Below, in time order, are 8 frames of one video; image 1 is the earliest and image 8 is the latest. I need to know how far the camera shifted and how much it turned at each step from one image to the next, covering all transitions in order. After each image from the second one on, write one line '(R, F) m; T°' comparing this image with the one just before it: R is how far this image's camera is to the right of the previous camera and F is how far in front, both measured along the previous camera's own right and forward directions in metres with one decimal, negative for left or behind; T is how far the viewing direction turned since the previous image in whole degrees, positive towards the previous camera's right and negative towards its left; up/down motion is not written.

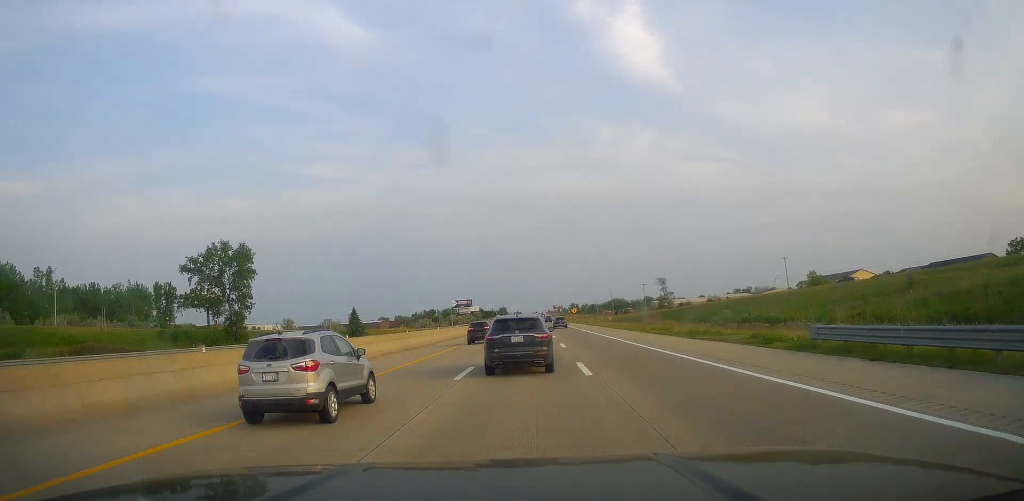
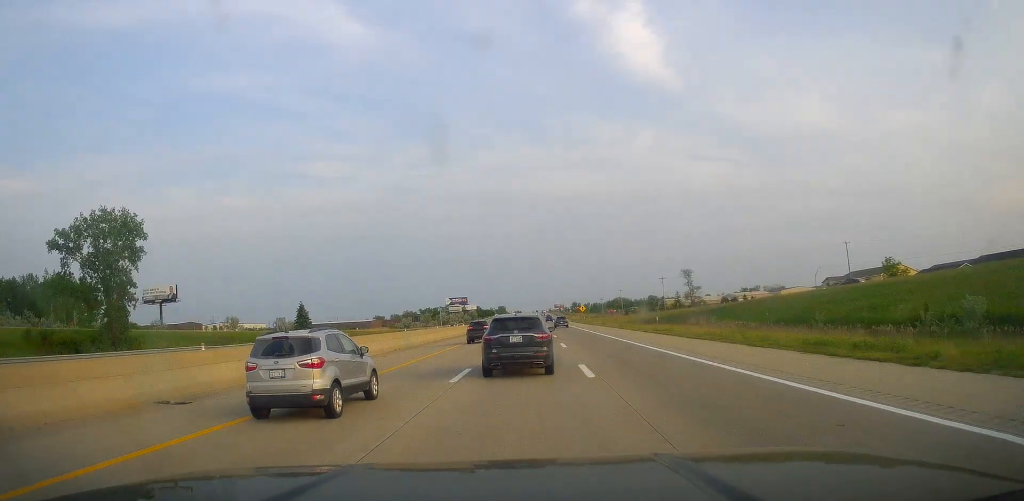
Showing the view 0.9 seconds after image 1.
(0.0, +31.3) m; 0°
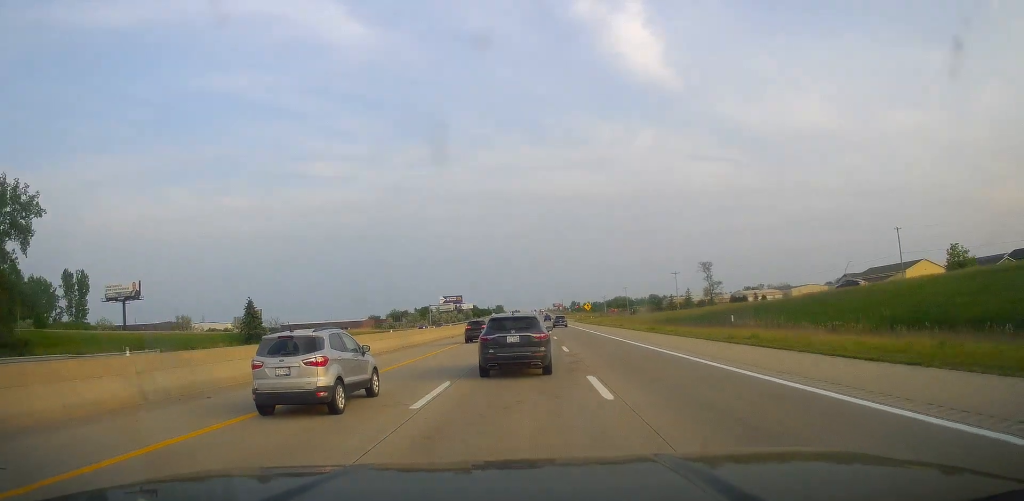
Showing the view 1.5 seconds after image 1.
(0.0, +19.6) m; 0°
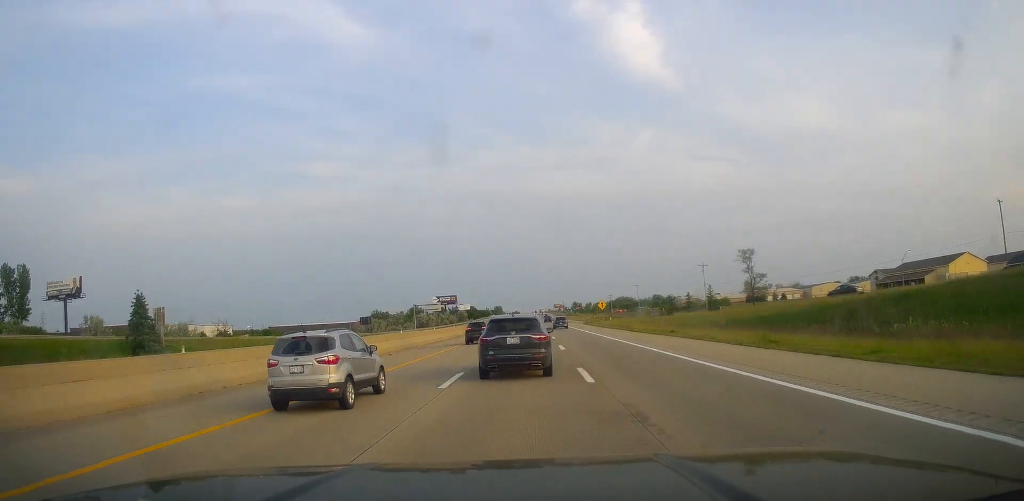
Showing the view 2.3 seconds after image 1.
(0.0, +27.6) m; 0°
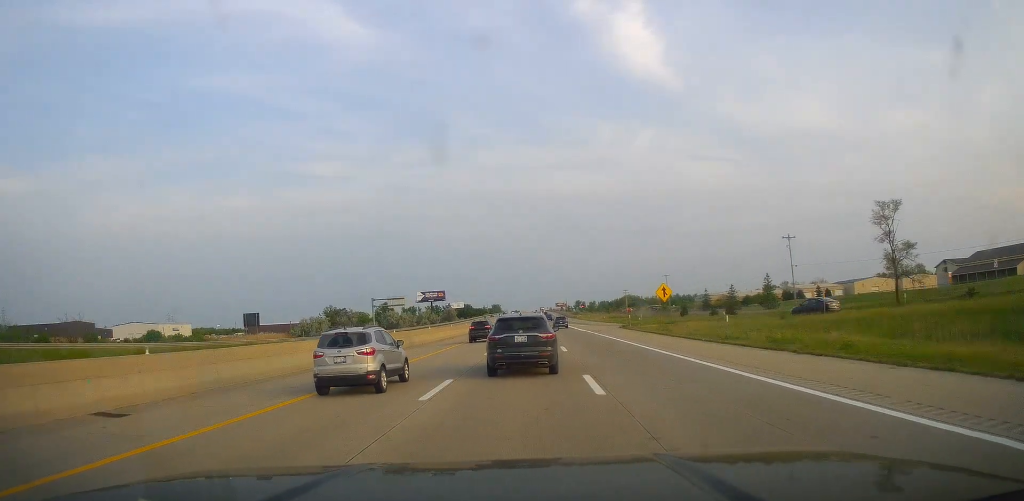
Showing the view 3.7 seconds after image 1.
(0.0, +48.8) m; 0°
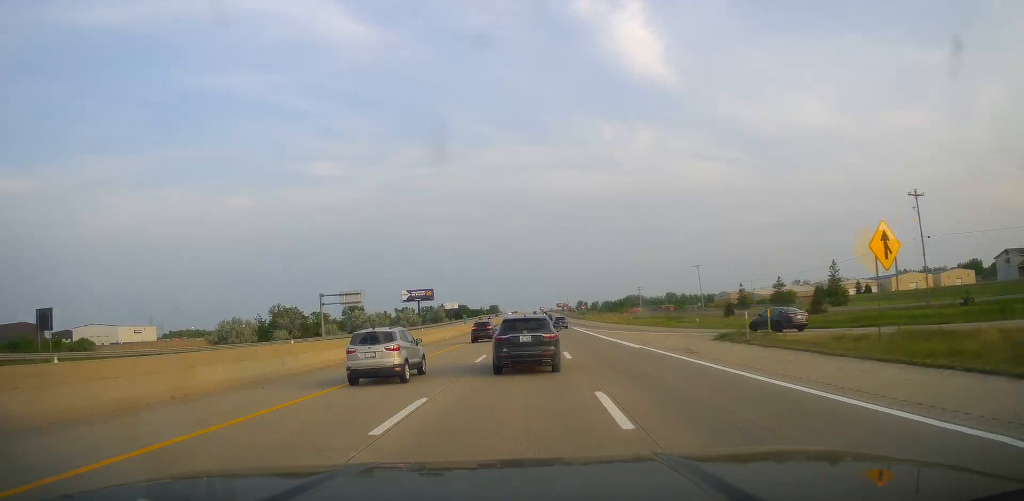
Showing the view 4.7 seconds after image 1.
(0.0, +34.6) m; 0°
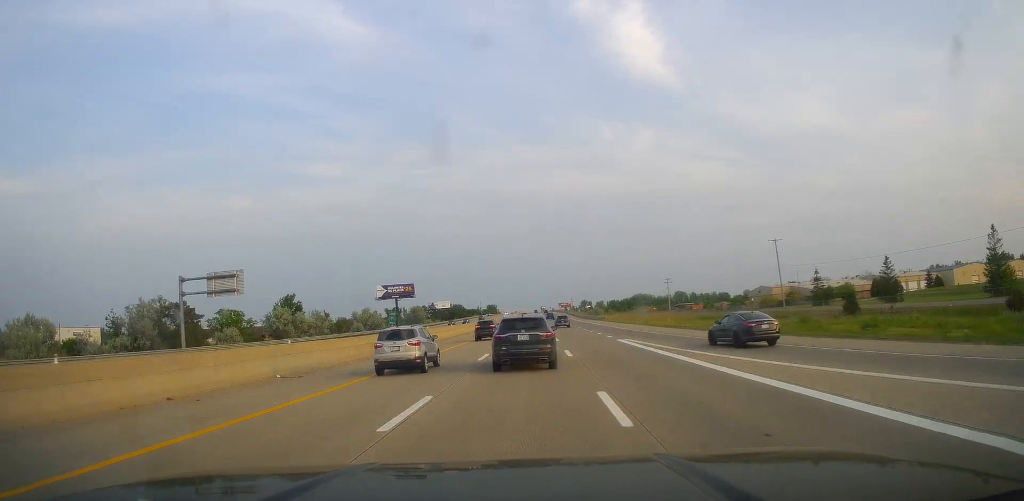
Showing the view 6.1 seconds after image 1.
(0.0, +45.2) m; 0°
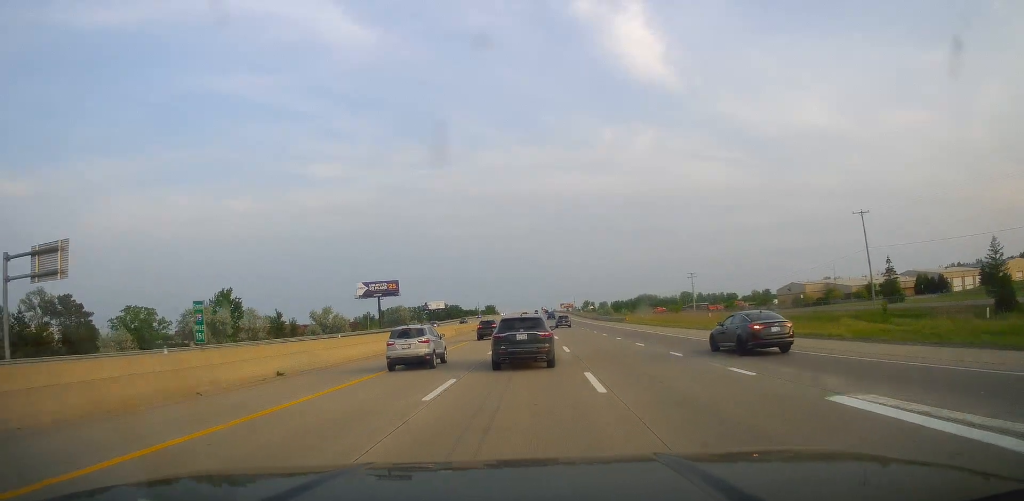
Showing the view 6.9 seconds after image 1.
(0.0, +26.4) m; 0°
